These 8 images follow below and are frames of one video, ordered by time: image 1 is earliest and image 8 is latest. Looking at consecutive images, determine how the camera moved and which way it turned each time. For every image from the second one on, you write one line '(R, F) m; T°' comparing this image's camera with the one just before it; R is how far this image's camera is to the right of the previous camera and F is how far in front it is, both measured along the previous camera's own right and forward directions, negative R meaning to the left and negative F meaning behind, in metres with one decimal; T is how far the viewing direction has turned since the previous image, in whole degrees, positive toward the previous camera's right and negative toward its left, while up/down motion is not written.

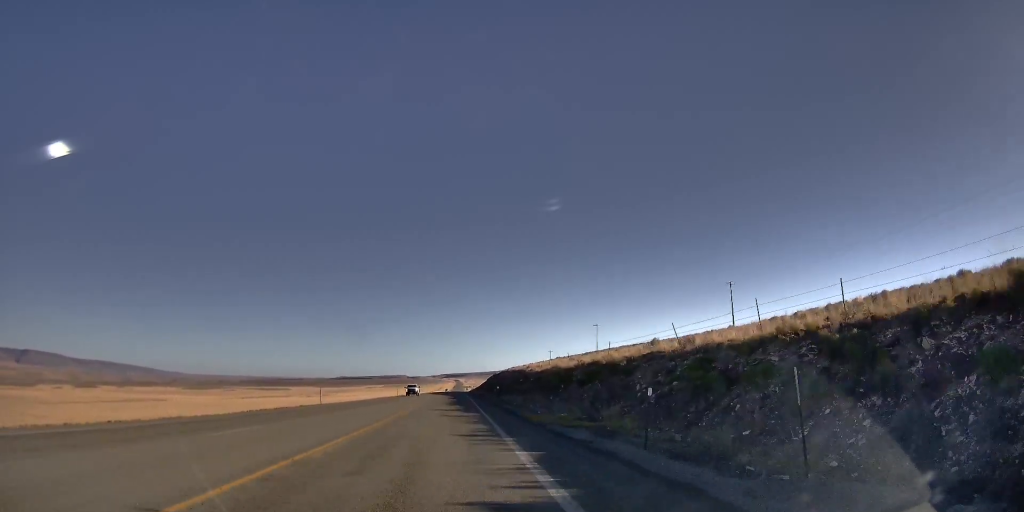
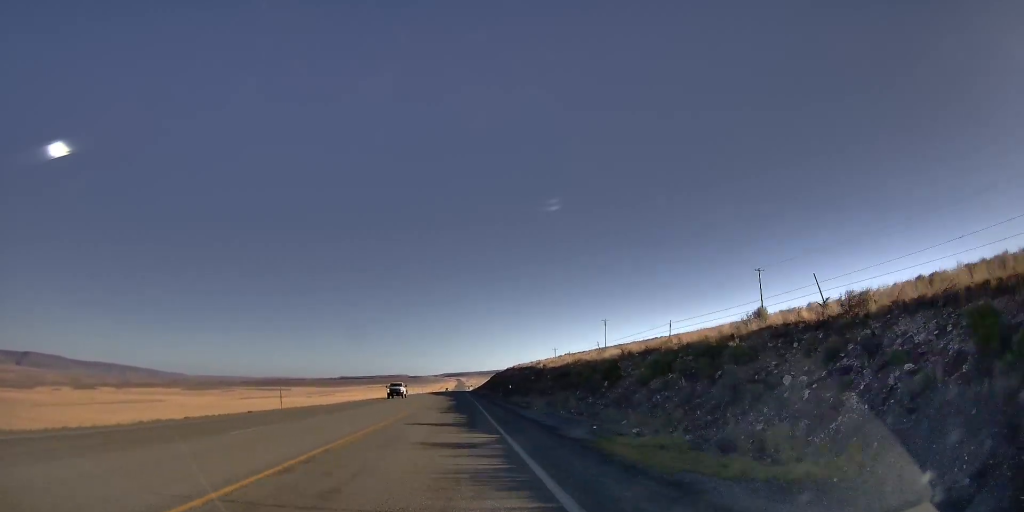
(0.0, +13.7) m; 0°
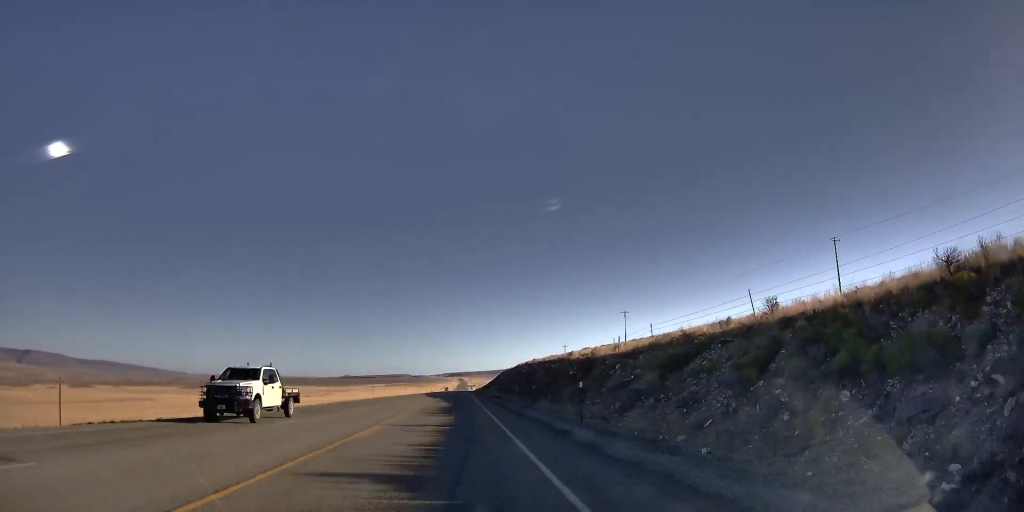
(0.0, +27.4) m; 0°
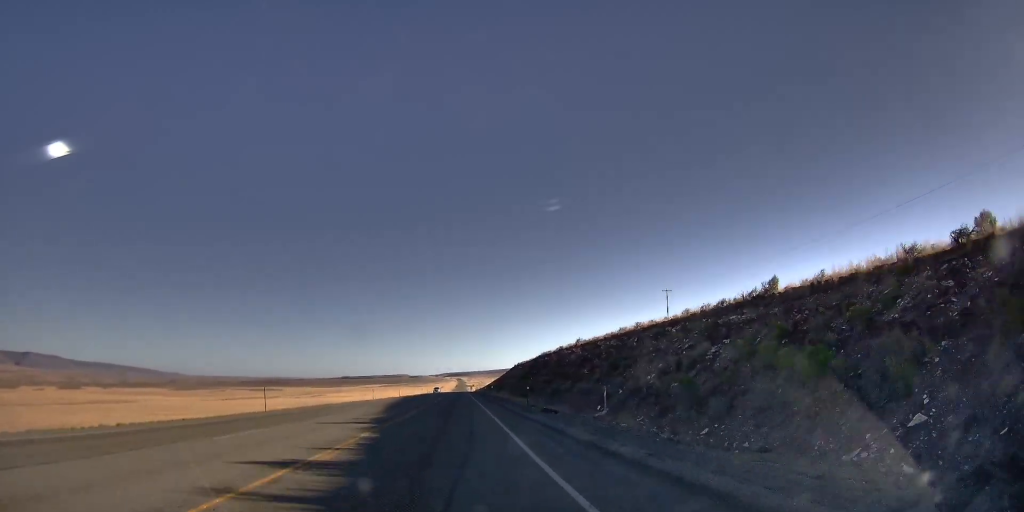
(-0.2, +50.0) m; 0°
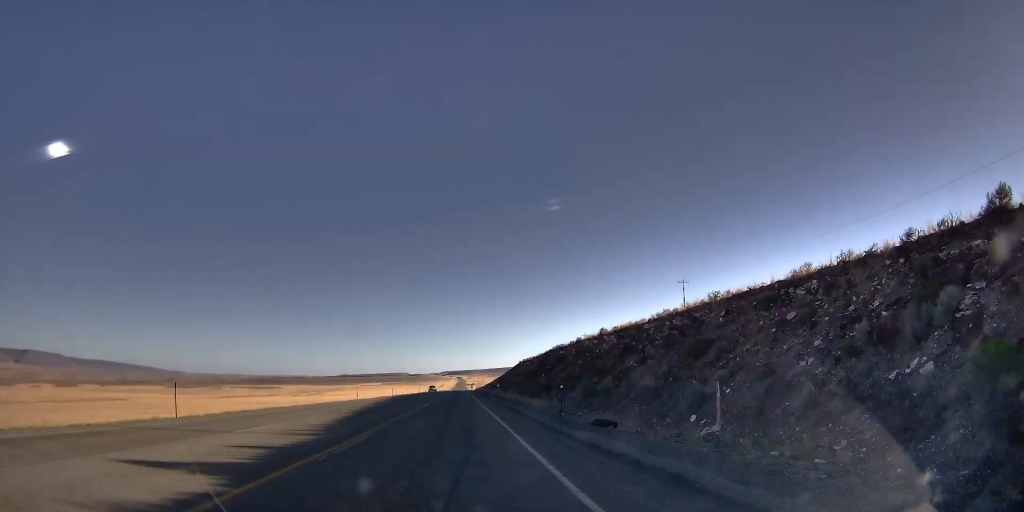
(-0.2, +13.8) m; +1°
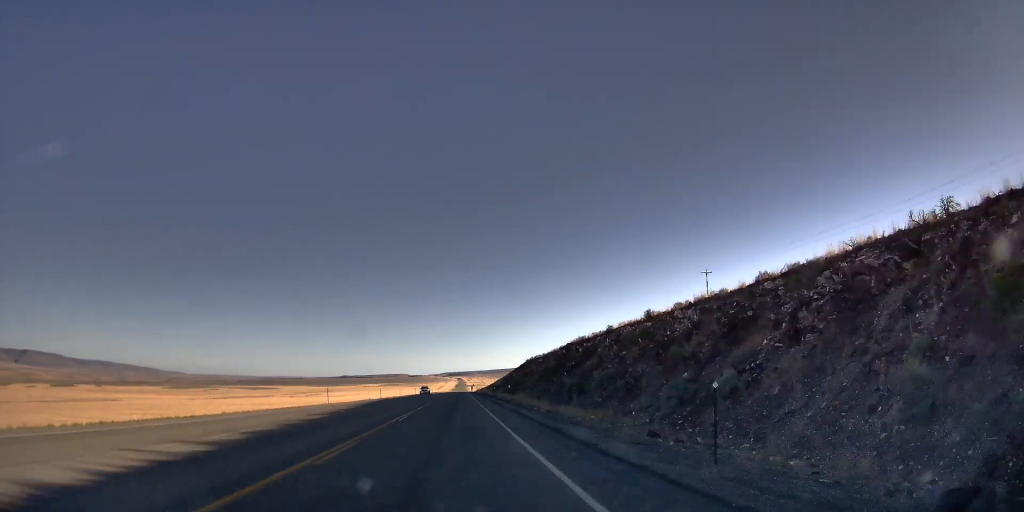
(+0.3, +16.7) m; 0°
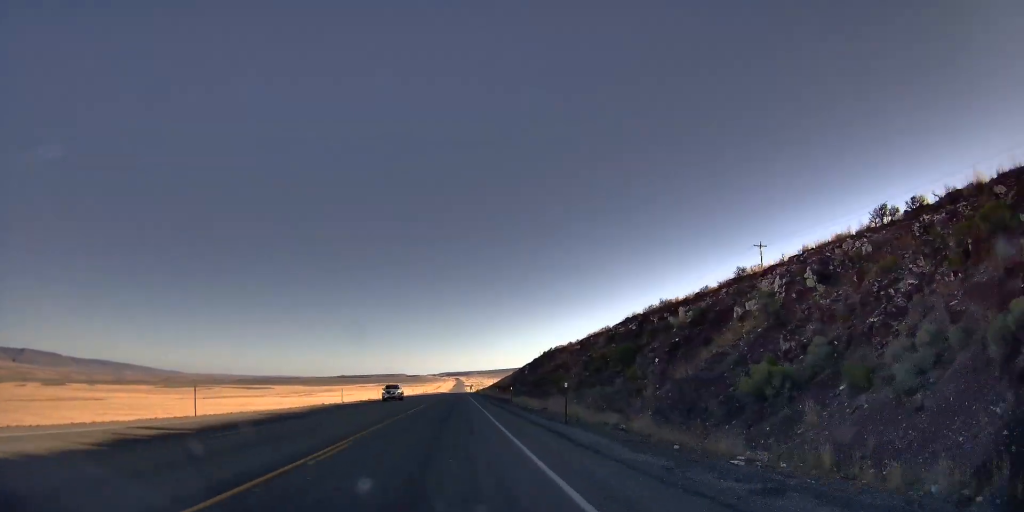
(+0.1, +30.4) m; -1°
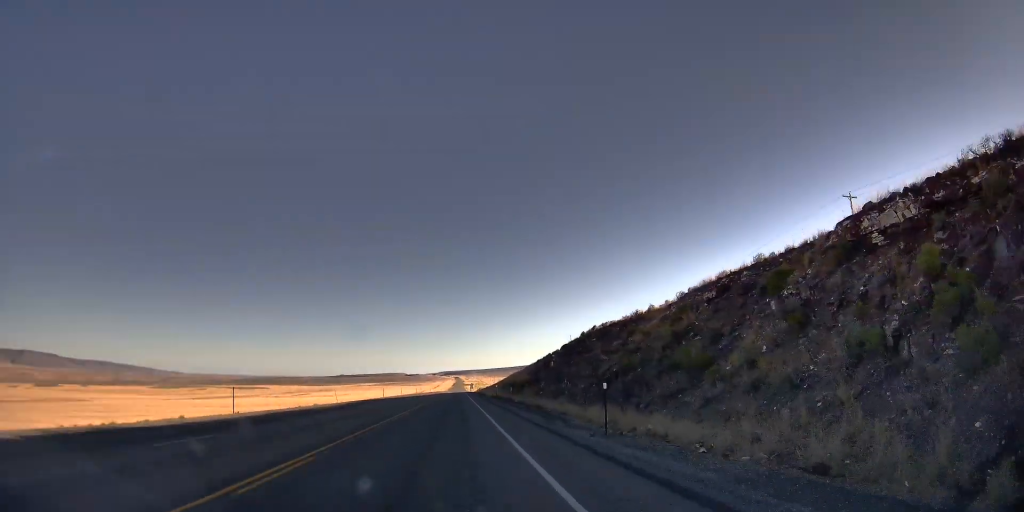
(-0.5, +33.4) m; -1°
